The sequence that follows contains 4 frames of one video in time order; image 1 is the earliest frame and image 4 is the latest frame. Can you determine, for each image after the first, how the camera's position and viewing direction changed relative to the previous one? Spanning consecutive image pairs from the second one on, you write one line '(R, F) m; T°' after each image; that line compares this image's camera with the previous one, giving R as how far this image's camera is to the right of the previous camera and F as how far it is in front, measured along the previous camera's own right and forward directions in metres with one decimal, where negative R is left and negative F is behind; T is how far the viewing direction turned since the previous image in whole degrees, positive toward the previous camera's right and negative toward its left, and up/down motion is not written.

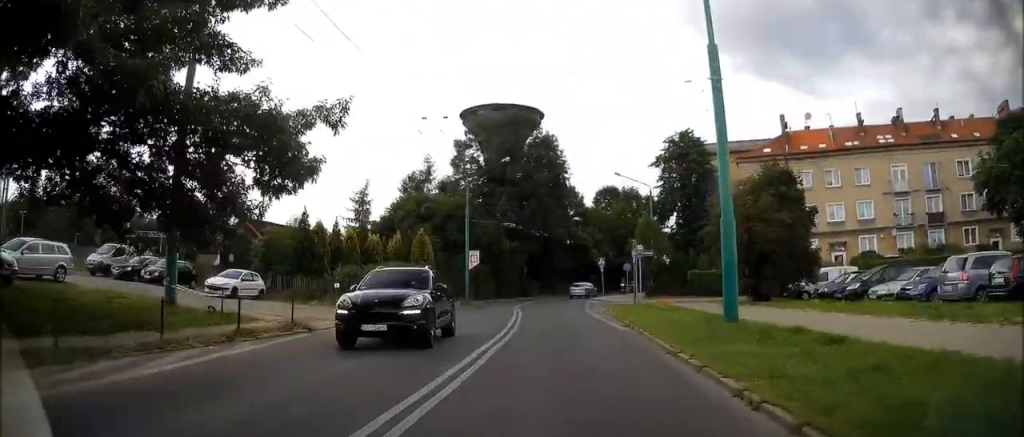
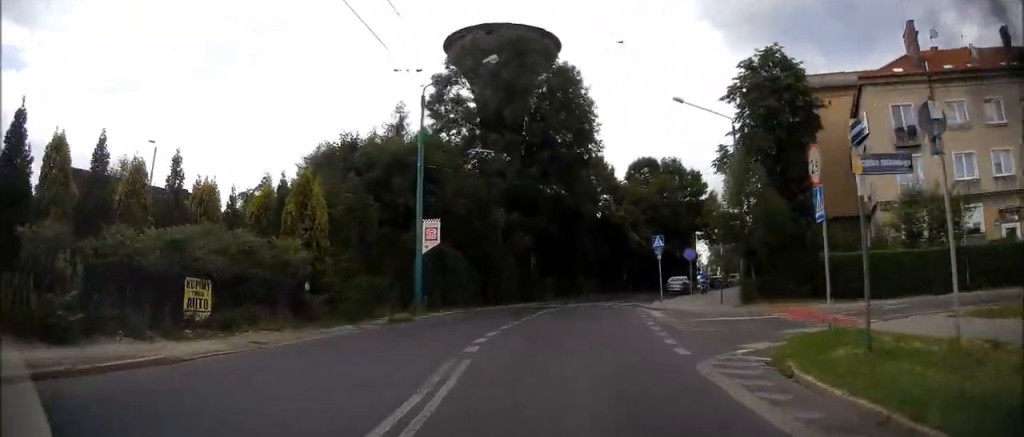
(-0.3, +28.3) m; 0°
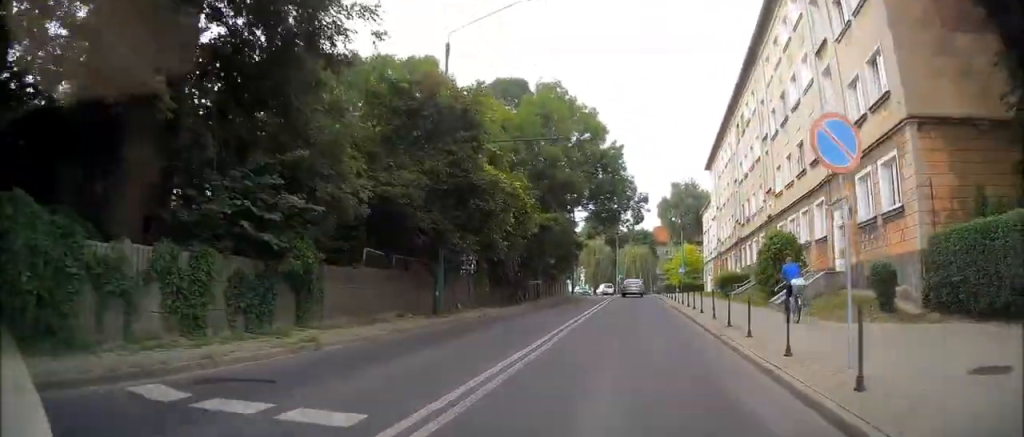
(+3.3, +38.2) m; +14°
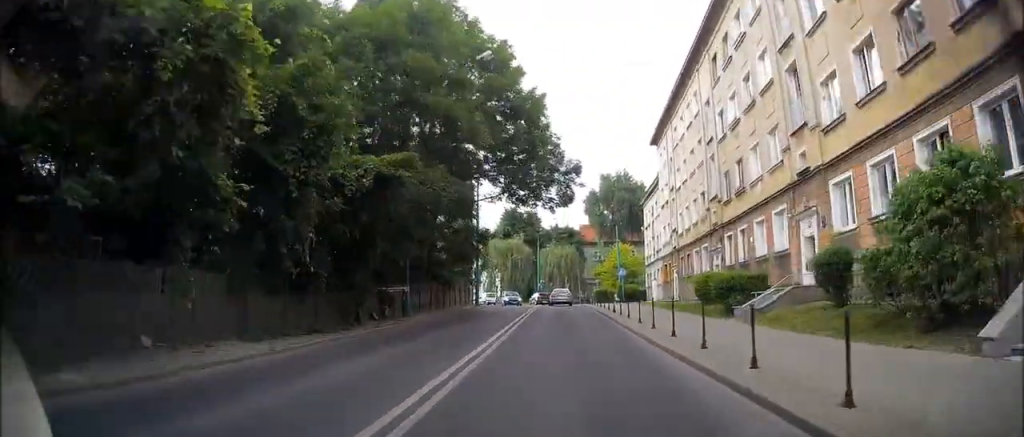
(+0.9, +16.0) m; +3°
